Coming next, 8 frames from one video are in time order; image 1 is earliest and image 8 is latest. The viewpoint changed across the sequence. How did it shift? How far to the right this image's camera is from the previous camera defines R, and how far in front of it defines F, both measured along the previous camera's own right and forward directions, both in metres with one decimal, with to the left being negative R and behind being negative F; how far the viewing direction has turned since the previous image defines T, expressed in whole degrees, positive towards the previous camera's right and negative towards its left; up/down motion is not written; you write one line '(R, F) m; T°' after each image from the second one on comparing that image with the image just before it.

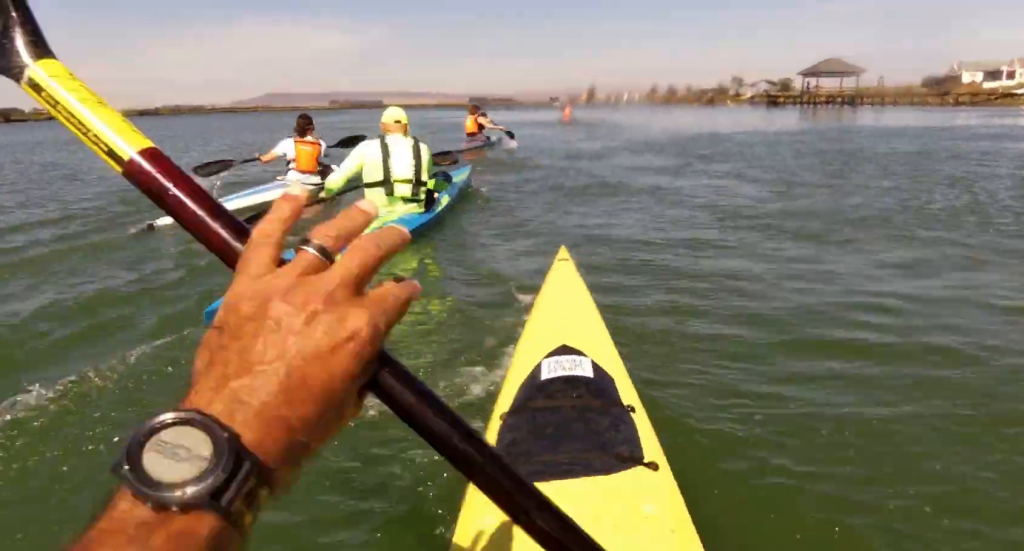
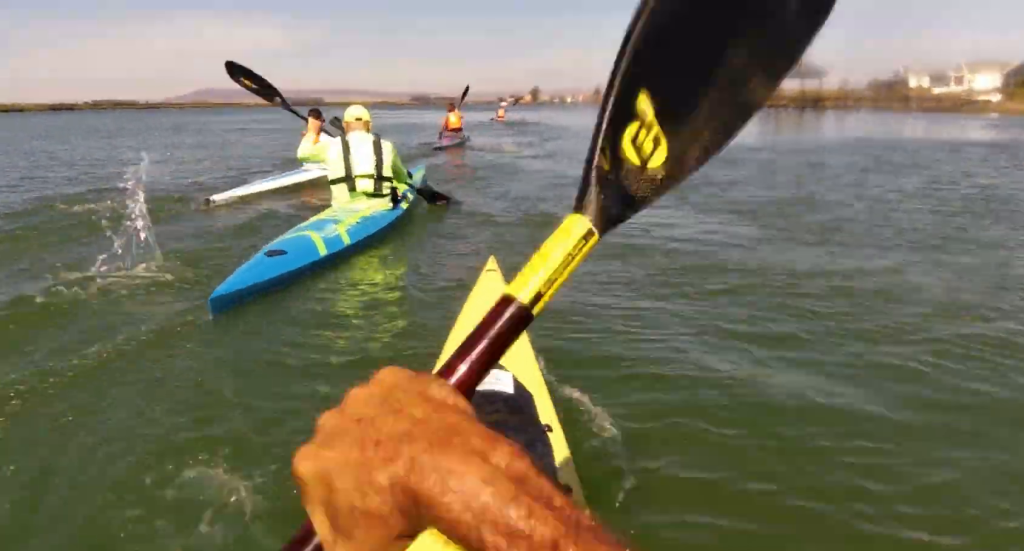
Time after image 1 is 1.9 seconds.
(-0.2, +6.2) m; -5°
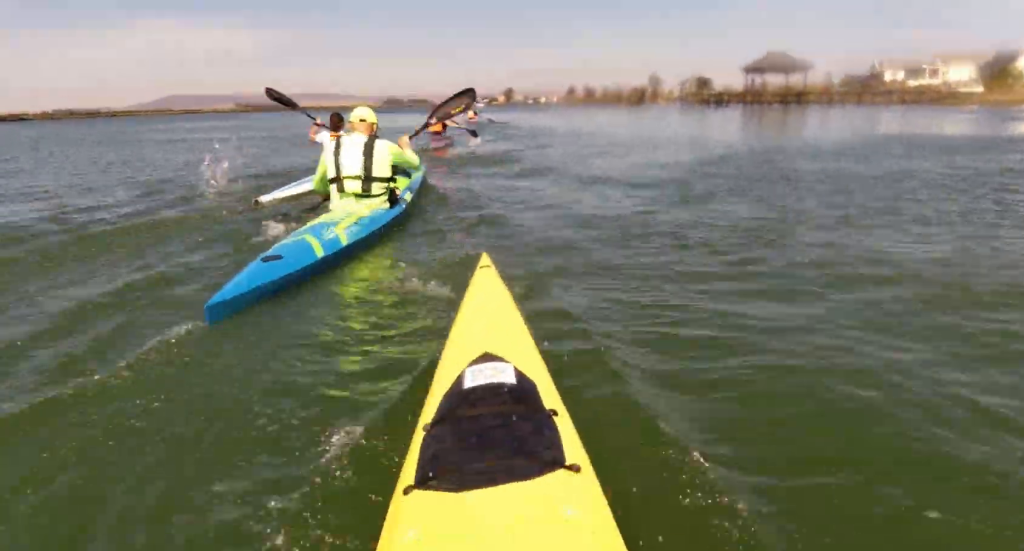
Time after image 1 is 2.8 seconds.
(-0.2, +3.2) m; -2°
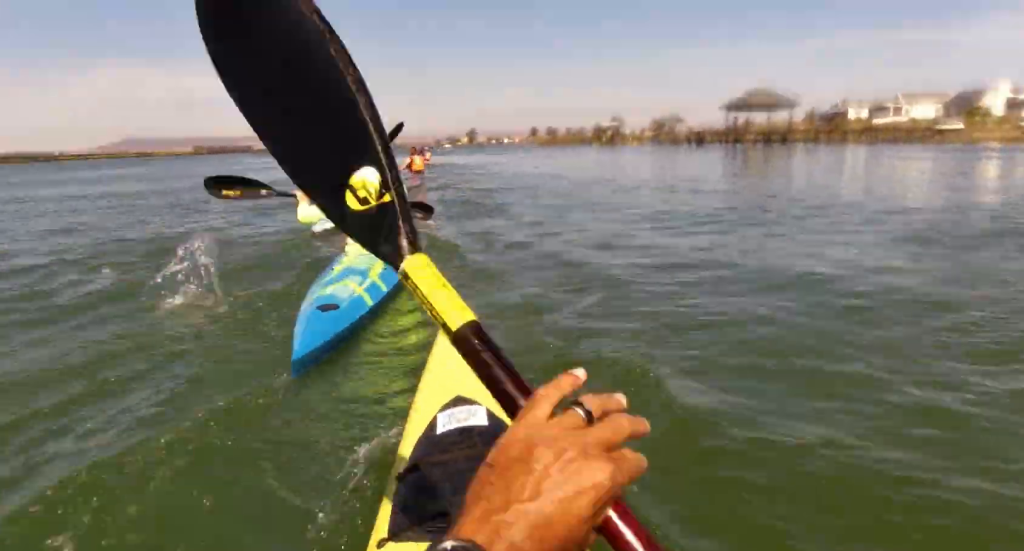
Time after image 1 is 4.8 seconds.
(-0.2, +6.9) m; +1°
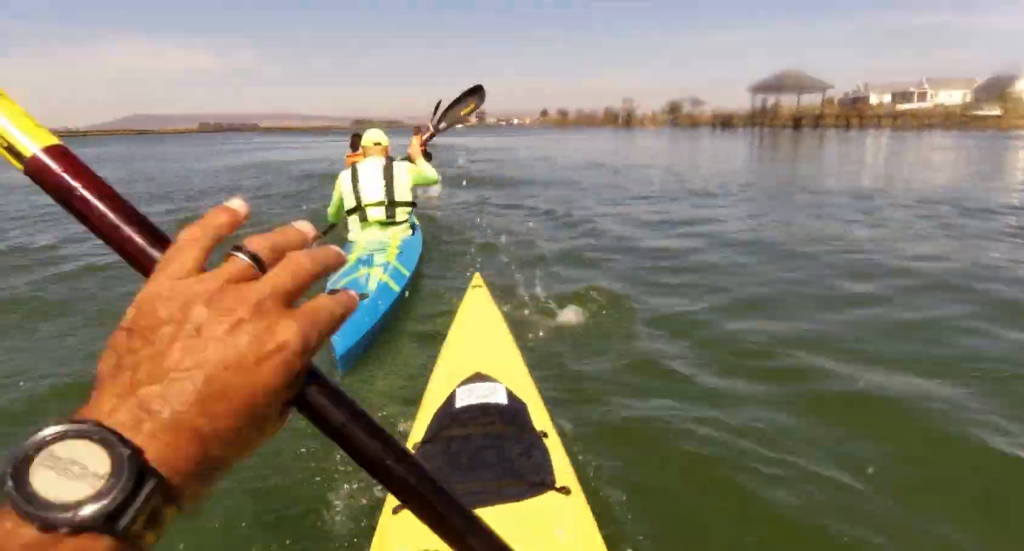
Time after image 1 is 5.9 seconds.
(0.0, +3.7) m; 0°
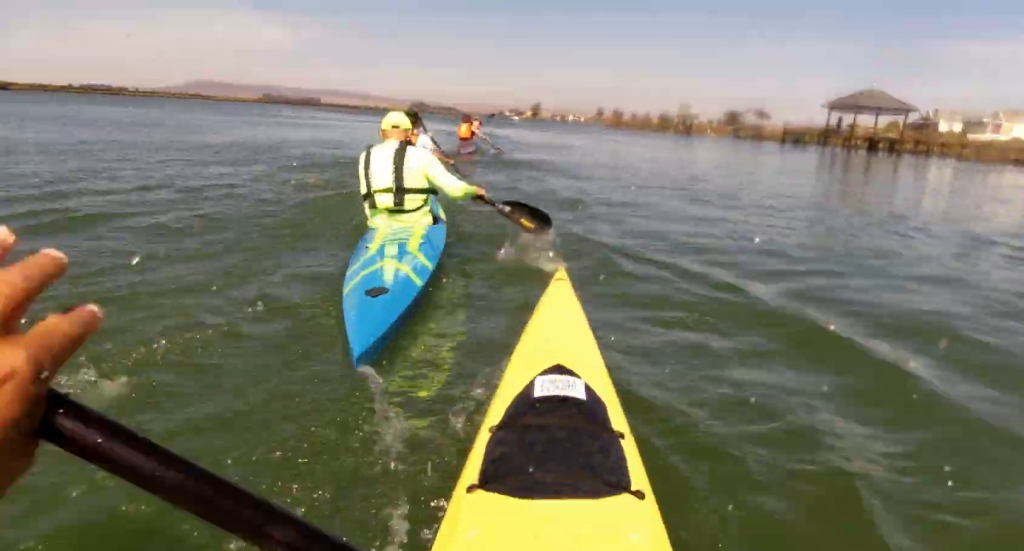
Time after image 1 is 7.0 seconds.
(+0.3, +3.8) m; -3°
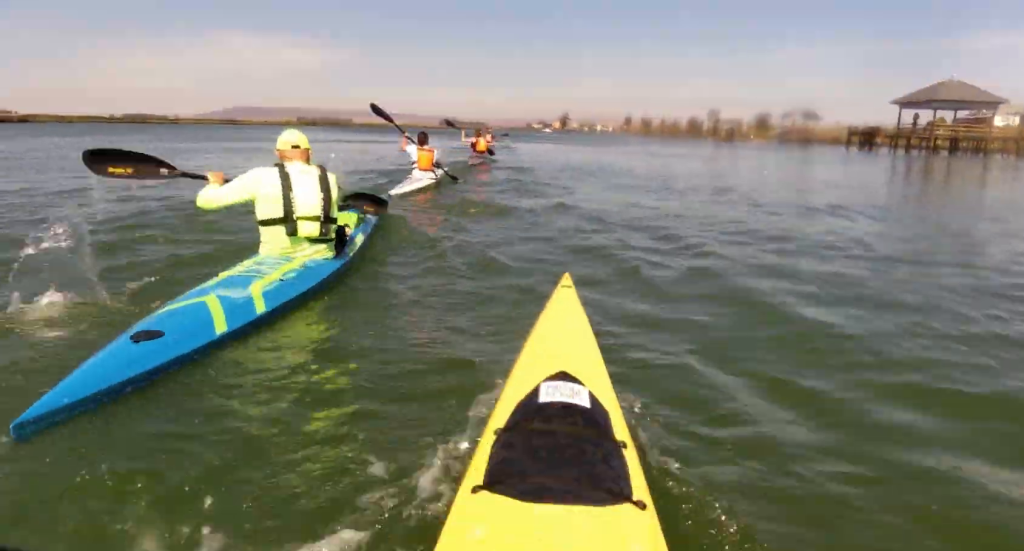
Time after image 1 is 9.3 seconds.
(-0.9, +8.0) m; -13°
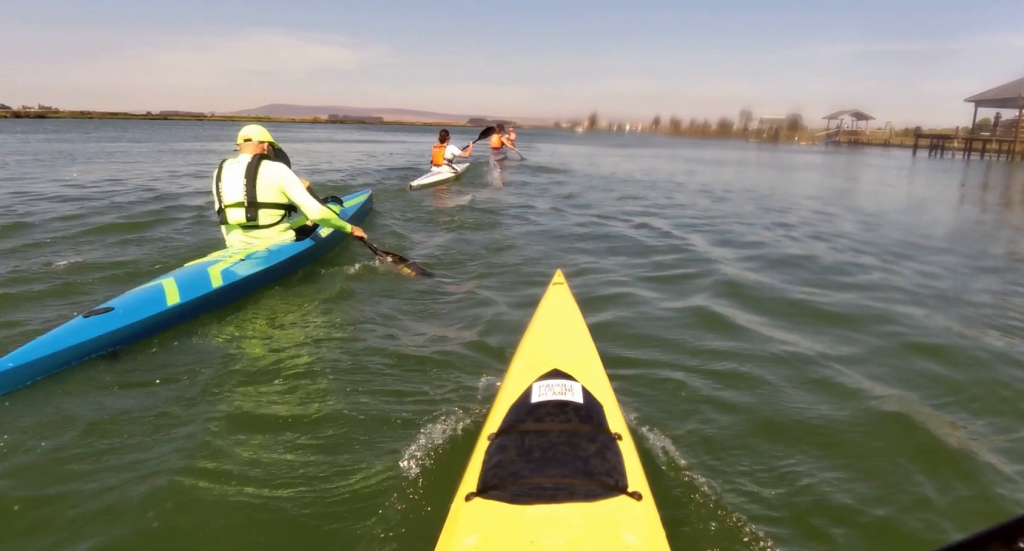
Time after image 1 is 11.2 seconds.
(-0.4, +6.5) m; +9°
